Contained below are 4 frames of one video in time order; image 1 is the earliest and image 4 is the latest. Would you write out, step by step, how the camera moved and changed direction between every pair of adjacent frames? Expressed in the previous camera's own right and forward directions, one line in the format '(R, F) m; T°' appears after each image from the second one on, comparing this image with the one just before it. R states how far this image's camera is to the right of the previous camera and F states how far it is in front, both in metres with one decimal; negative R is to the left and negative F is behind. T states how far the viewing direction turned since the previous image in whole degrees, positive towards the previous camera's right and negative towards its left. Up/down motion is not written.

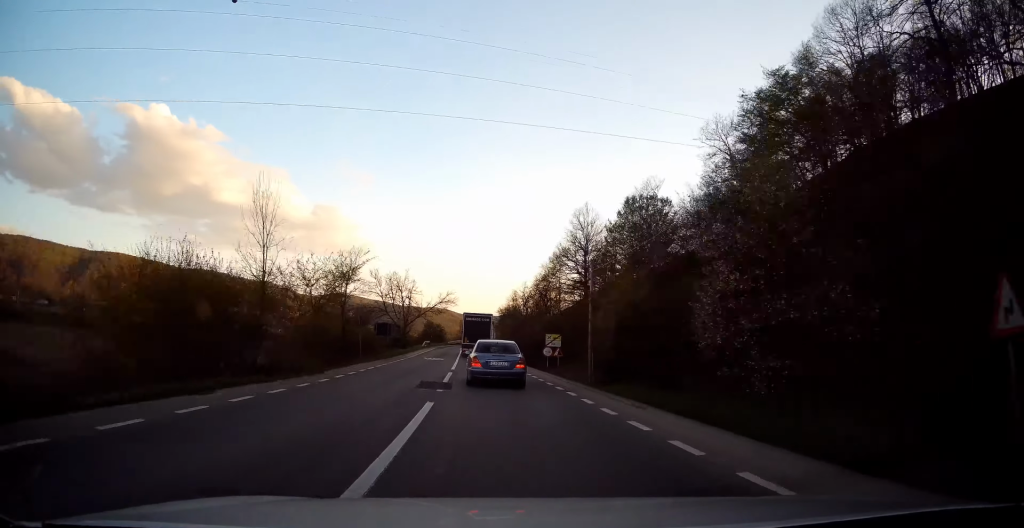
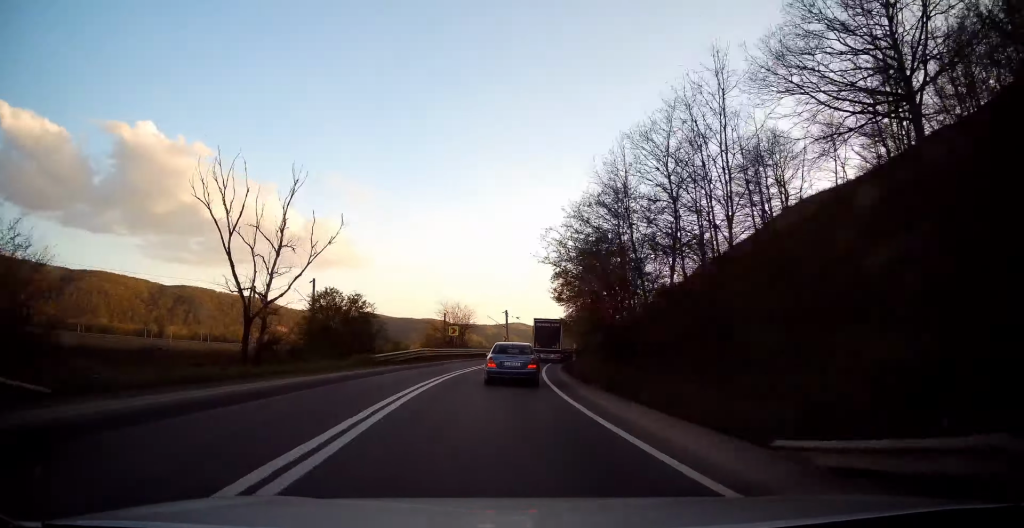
(-1.9, +78.4) m; 0°
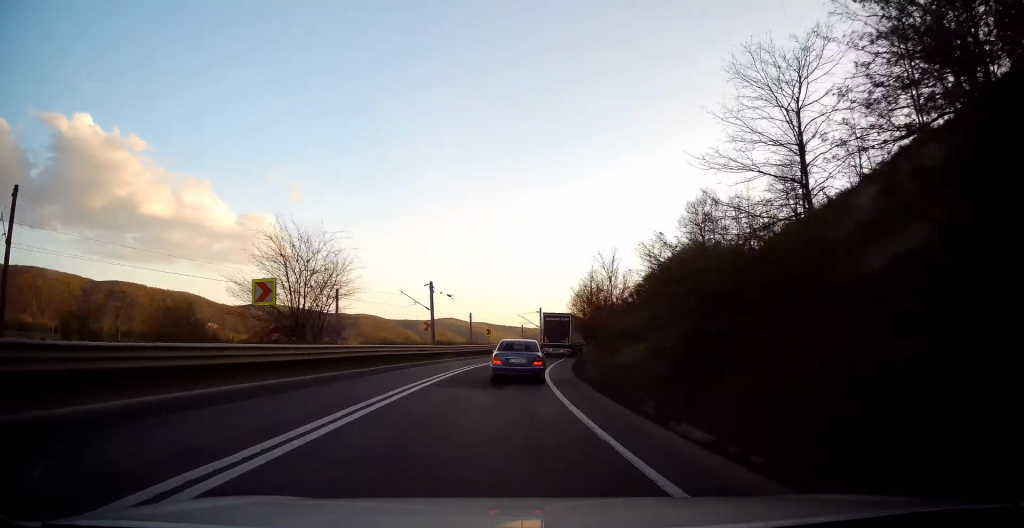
(+0.9, +33.2) m; +6°
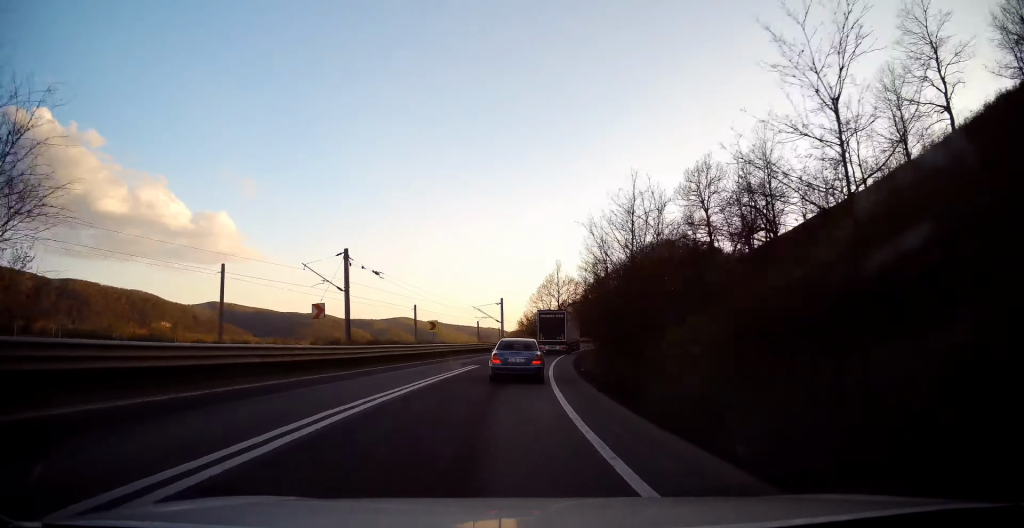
(+0.9, +17.9) m; +5°
